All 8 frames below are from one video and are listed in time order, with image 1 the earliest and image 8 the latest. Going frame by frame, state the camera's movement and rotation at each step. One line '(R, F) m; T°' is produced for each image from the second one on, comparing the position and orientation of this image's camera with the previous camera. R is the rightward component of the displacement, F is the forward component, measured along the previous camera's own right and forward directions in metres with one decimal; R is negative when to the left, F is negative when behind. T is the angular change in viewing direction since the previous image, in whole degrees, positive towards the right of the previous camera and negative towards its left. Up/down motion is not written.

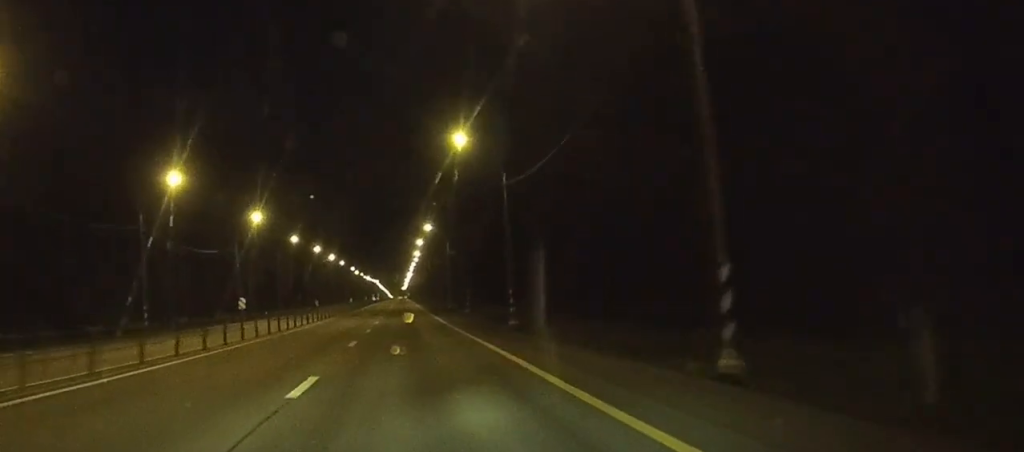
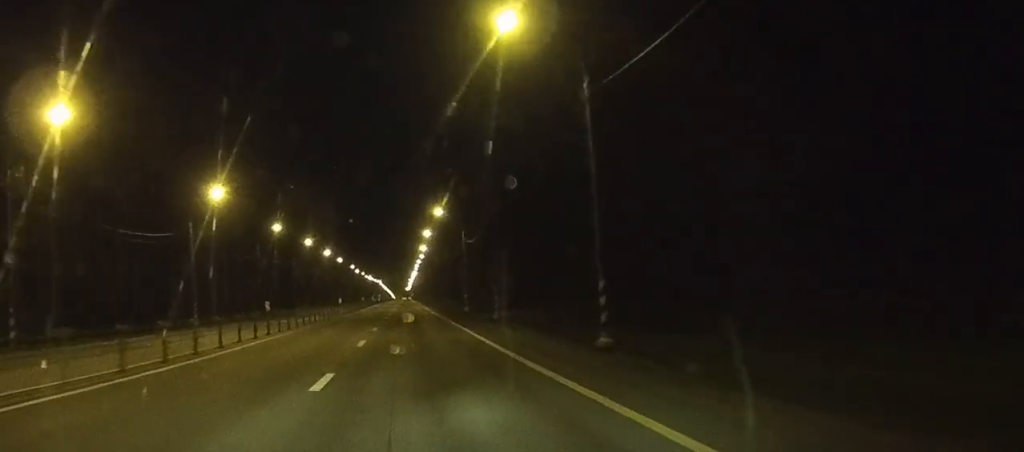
(-0.1, +22.8) m; 0°
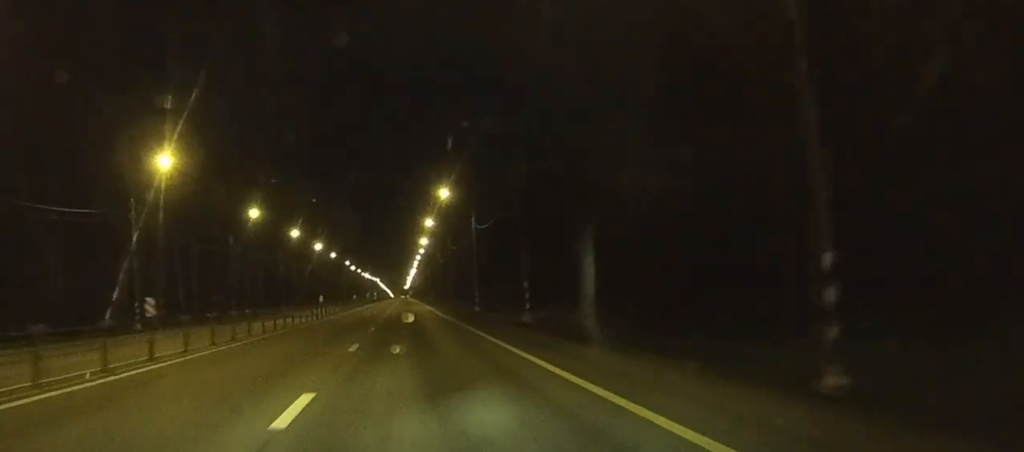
(0.0, +16.3) m; 0°
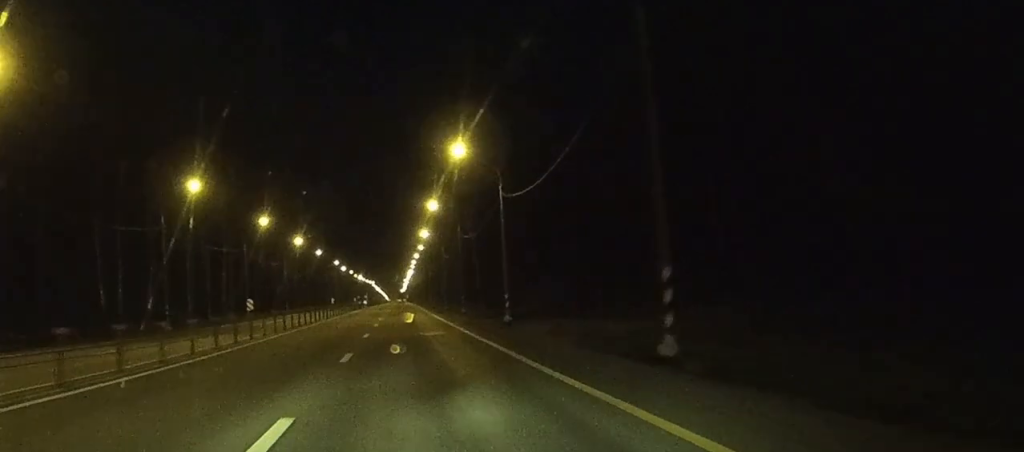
(0.0, +25.9) m; 0°
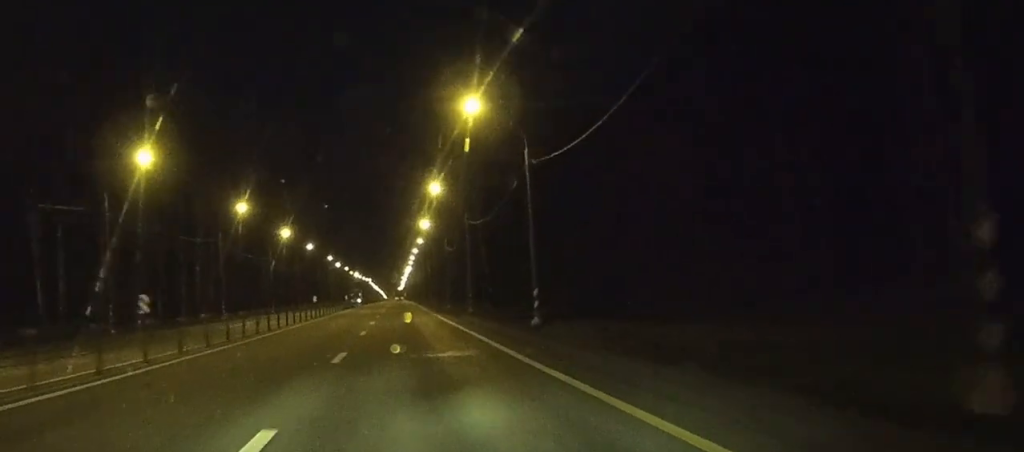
(0.0, +12.9) m; 0°
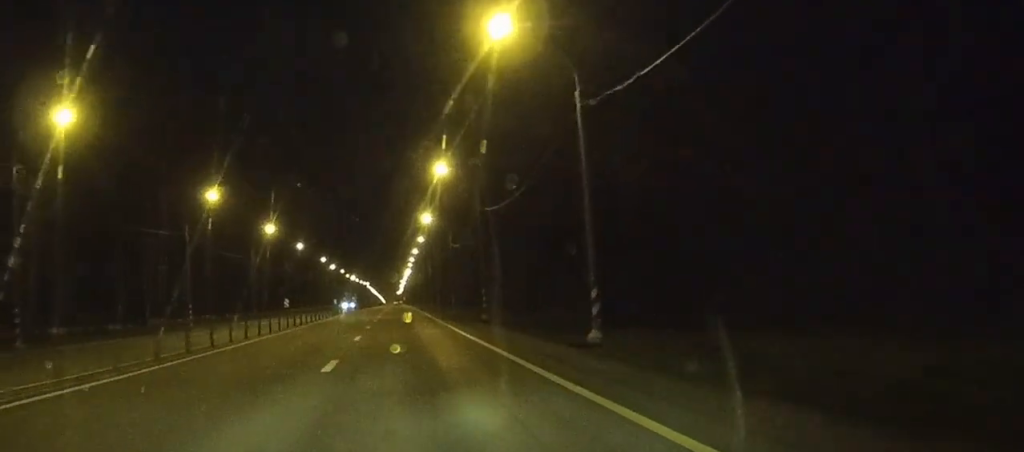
(0.0, +13.6) m; 0°
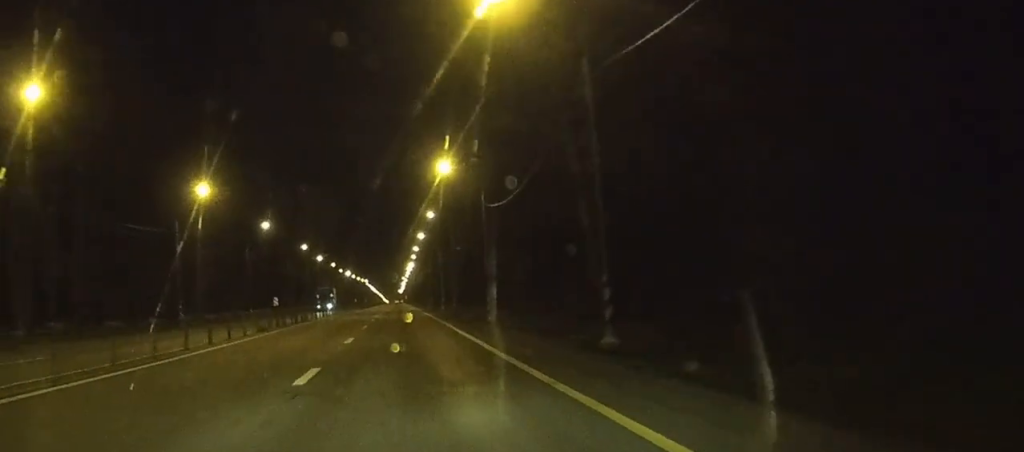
(-0.1, +37.9) m; 0°
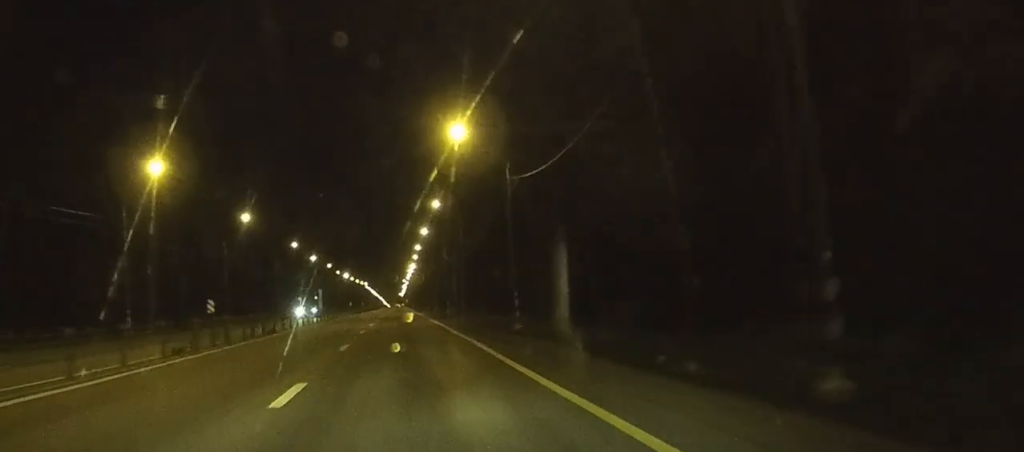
(0.0, +14.1) m; 0°
